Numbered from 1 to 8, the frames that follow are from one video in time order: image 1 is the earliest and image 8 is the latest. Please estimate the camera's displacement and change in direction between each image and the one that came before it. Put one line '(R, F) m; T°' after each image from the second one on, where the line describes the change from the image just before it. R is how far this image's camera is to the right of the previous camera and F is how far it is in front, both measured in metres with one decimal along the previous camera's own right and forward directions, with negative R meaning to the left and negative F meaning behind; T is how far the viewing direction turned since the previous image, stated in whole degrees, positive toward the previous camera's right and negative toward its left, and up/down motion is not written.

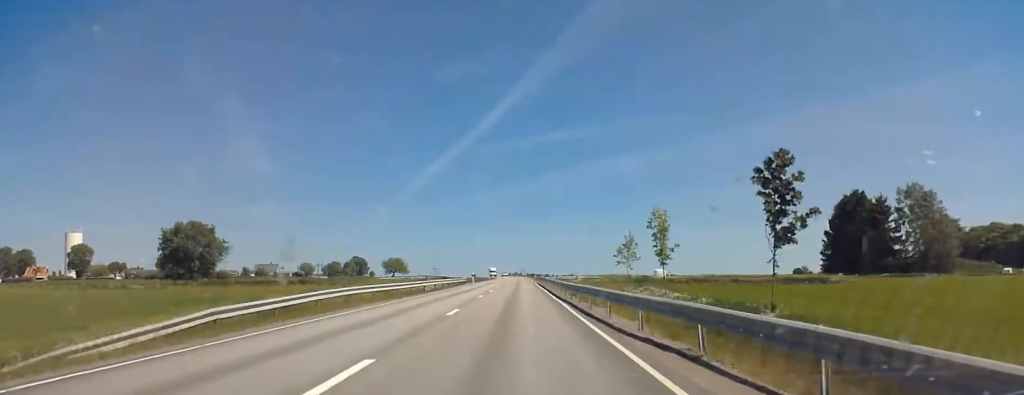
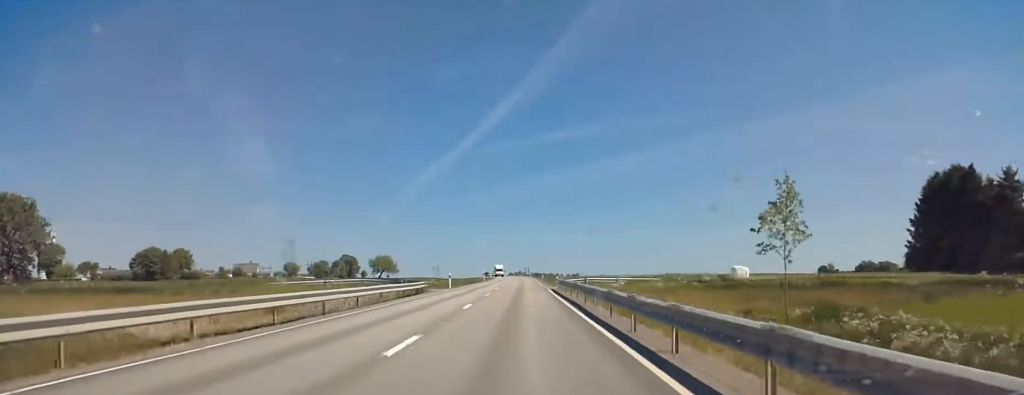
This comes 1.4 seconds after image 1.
(+0.3, +32.7) m; 0°
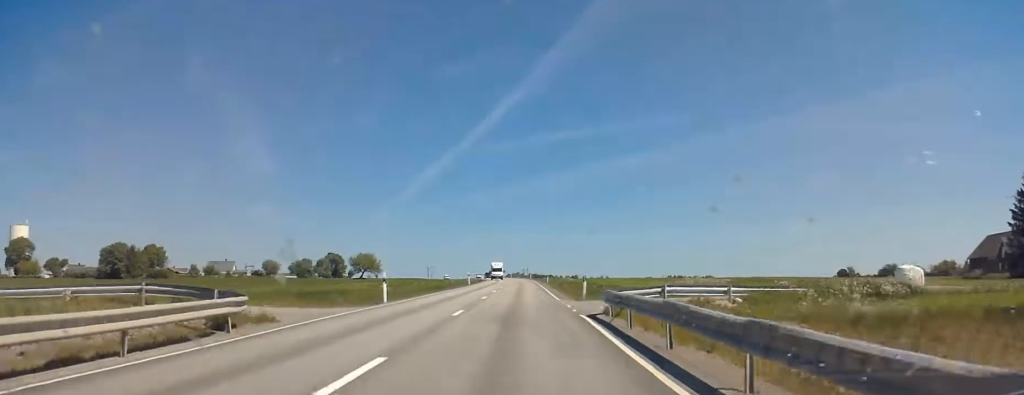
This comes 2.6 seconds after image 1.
(-0.4, +27.4) m; 0°
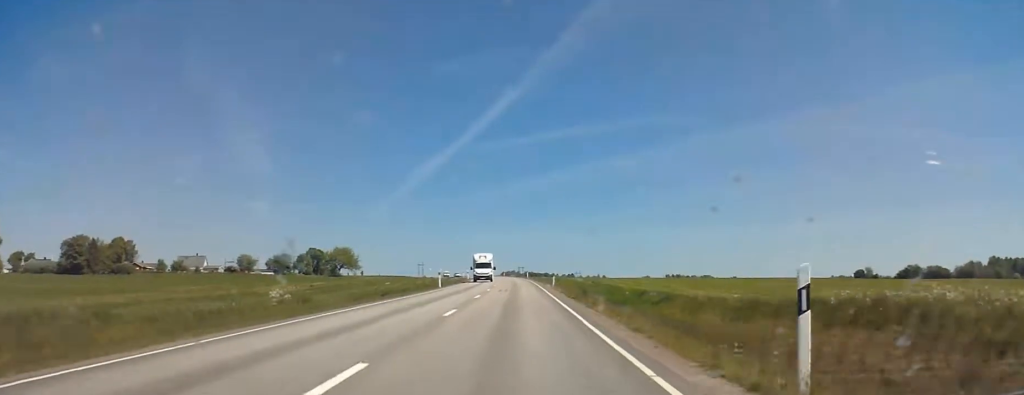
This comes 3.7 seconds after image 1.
(+0.1, +25.0) m; +1°
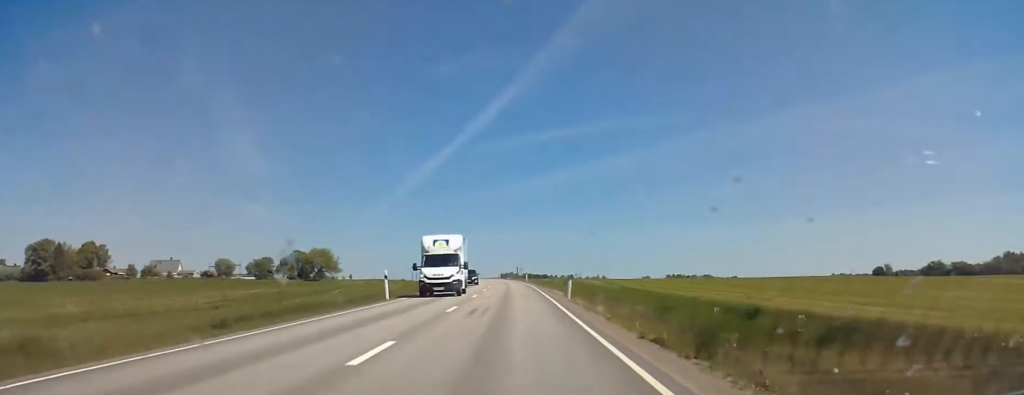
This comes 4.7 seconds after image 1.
(+0.1, +21.2) m; 0°
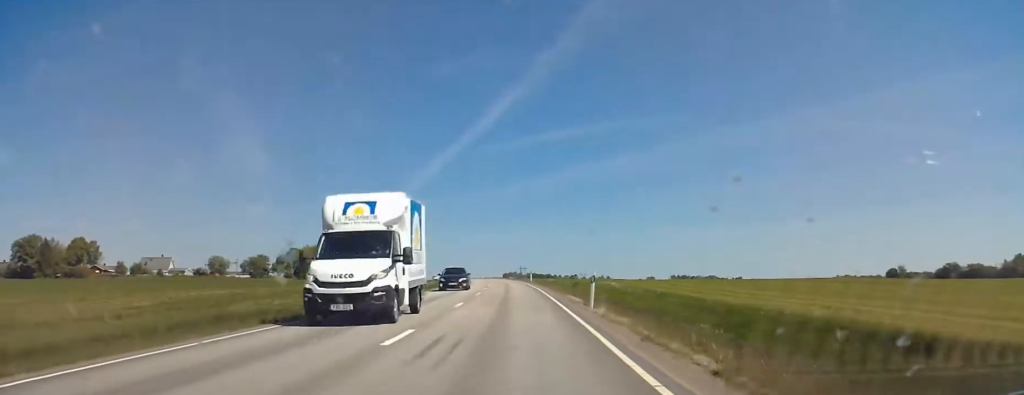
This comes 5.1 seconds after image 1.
(+0.2, +9.8) m; 0°
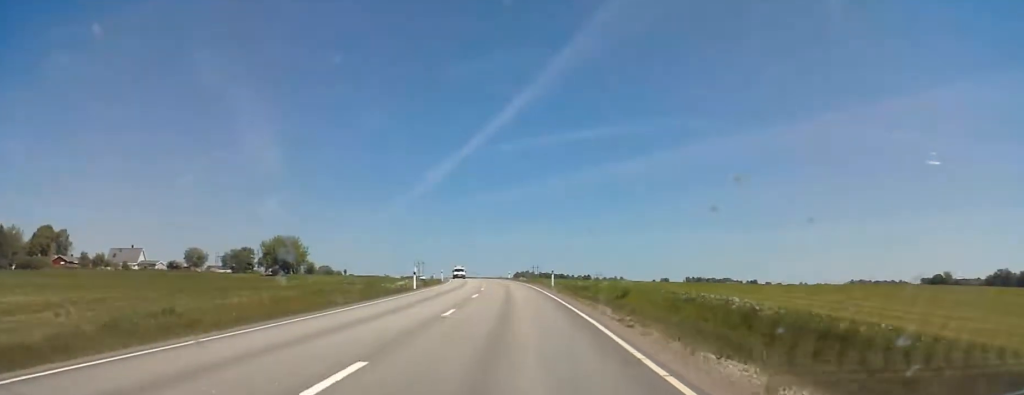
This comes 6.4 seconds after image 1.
(-0.4, +29.3) m; 0°
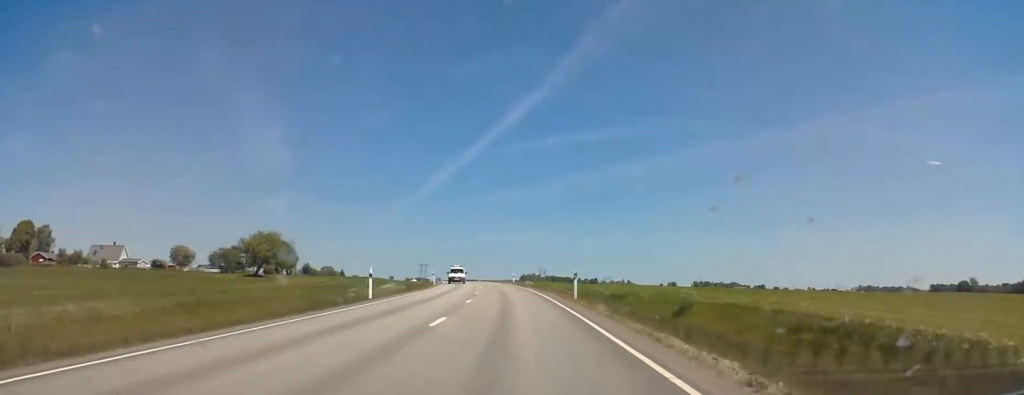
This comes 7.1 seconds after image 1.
(+0.4, +14.9) m; -1°
